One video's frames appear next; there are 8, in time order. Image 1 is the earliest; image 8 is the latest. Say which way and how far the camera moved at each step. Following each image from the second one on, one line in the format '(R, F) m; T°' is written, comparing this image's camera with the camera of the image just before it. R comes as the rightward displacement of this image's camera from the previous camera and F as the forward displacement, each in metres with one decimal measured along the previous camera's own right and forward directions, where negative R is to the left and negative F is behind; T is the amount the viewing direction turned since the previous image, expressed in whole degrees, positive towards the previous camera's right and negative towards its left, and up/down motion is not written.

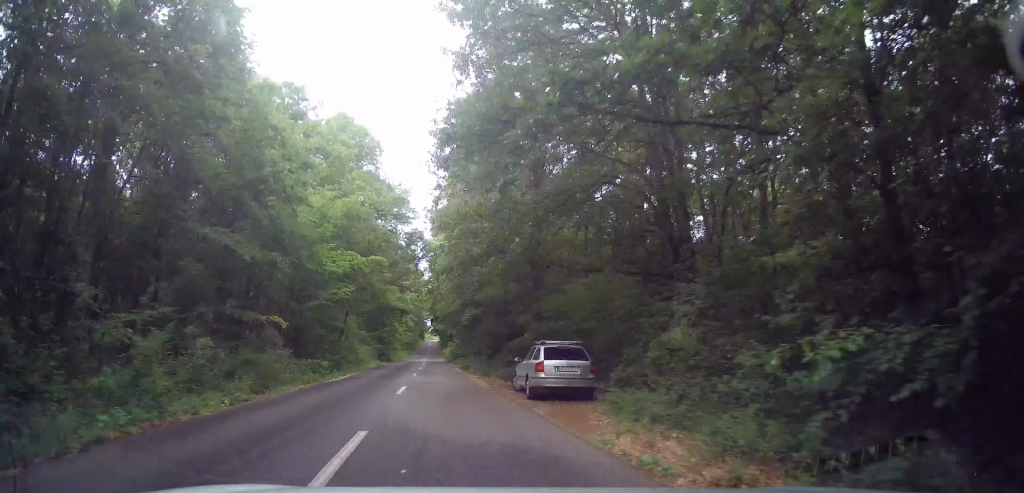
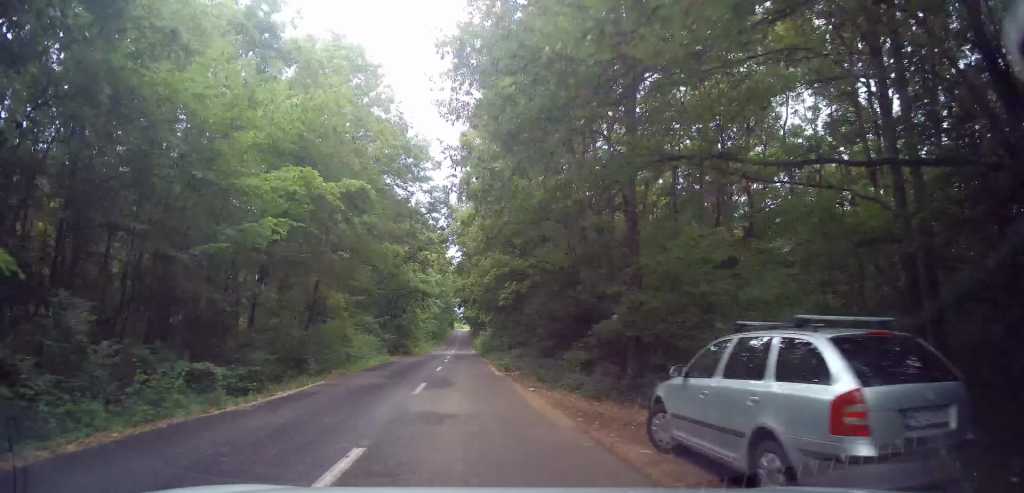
(-0.4, +10.6) m; -4°
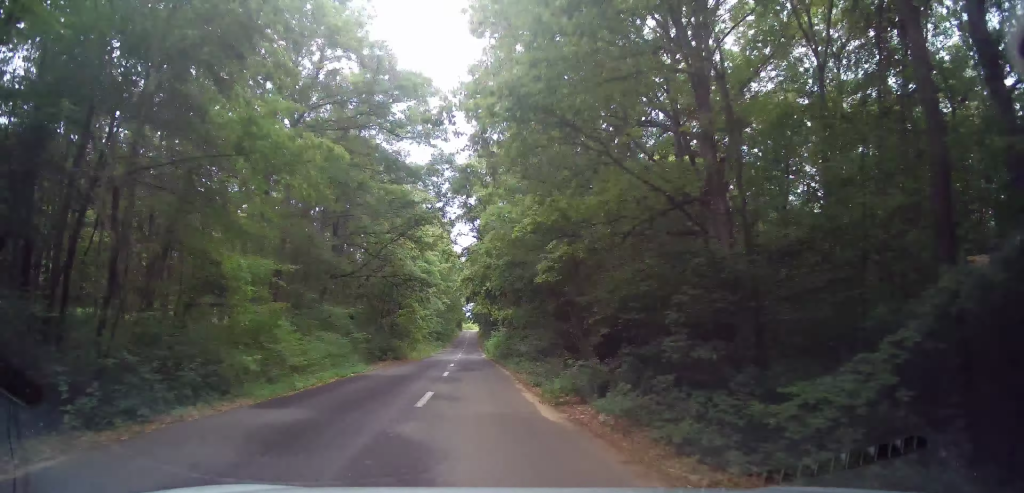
(-0.4, +10.8) m; -2°
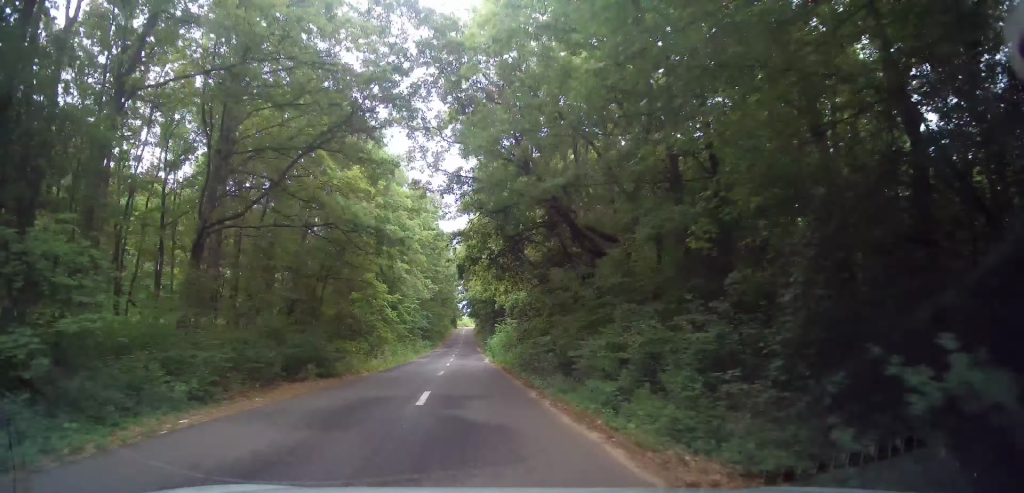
(-0.4, +16.8) m; -1°
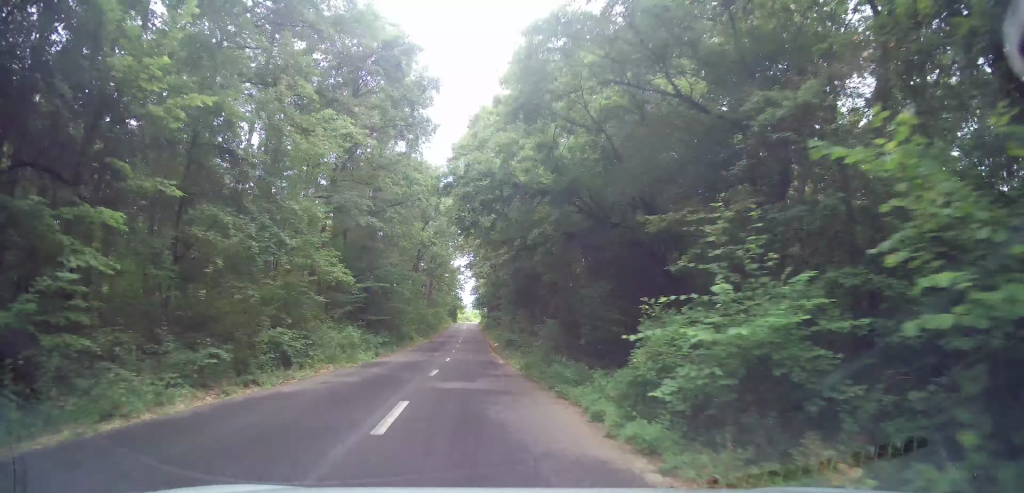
(-0.3, +38.2) m; -2°
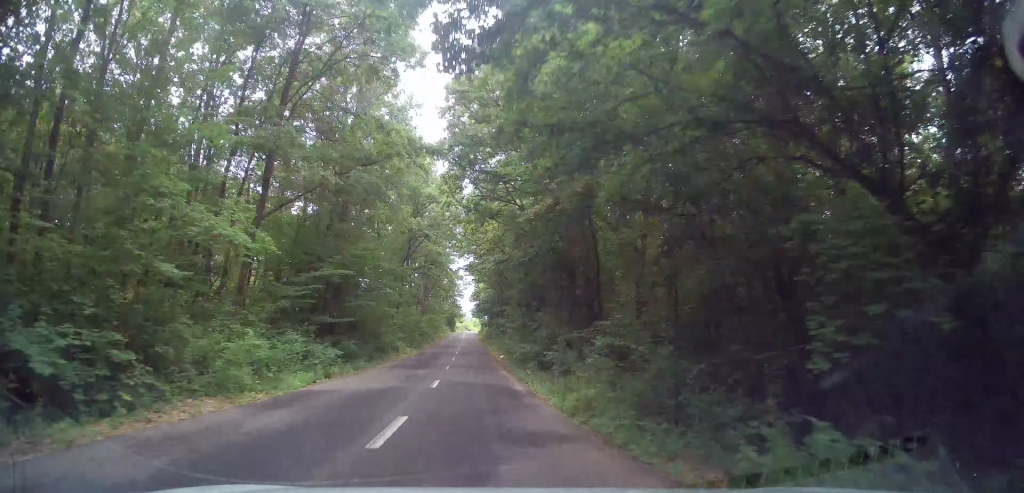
(-0.2, +8.7) m; 0°
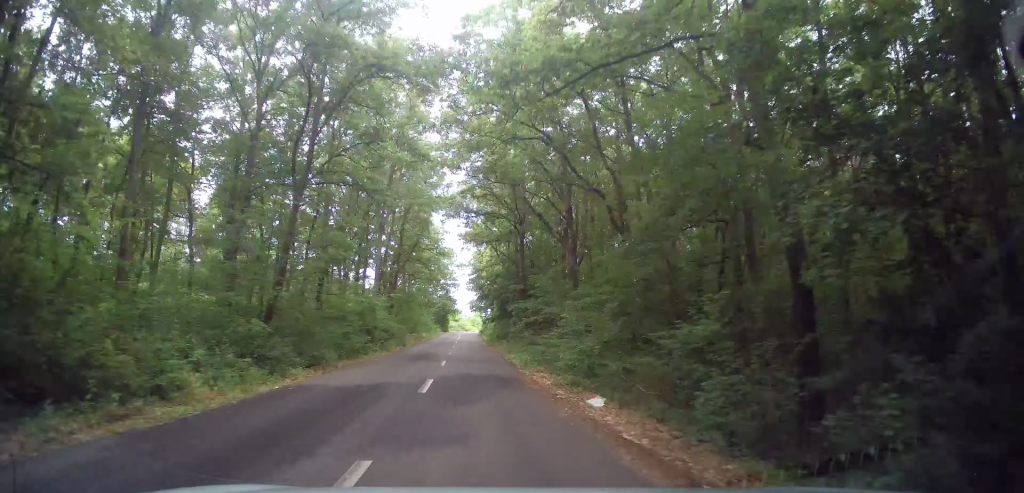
(+0.5, +30.3) m; +1°
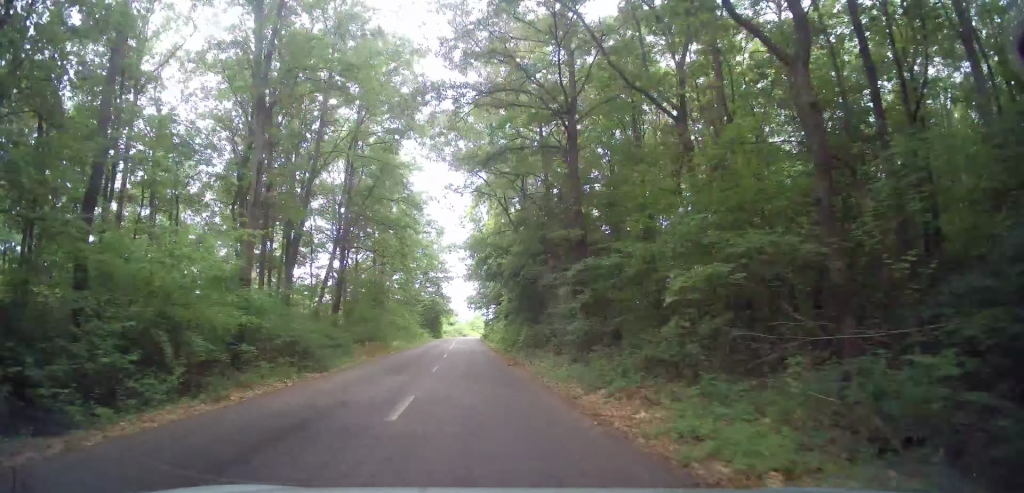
(0.0, +20.9) m; -1°
